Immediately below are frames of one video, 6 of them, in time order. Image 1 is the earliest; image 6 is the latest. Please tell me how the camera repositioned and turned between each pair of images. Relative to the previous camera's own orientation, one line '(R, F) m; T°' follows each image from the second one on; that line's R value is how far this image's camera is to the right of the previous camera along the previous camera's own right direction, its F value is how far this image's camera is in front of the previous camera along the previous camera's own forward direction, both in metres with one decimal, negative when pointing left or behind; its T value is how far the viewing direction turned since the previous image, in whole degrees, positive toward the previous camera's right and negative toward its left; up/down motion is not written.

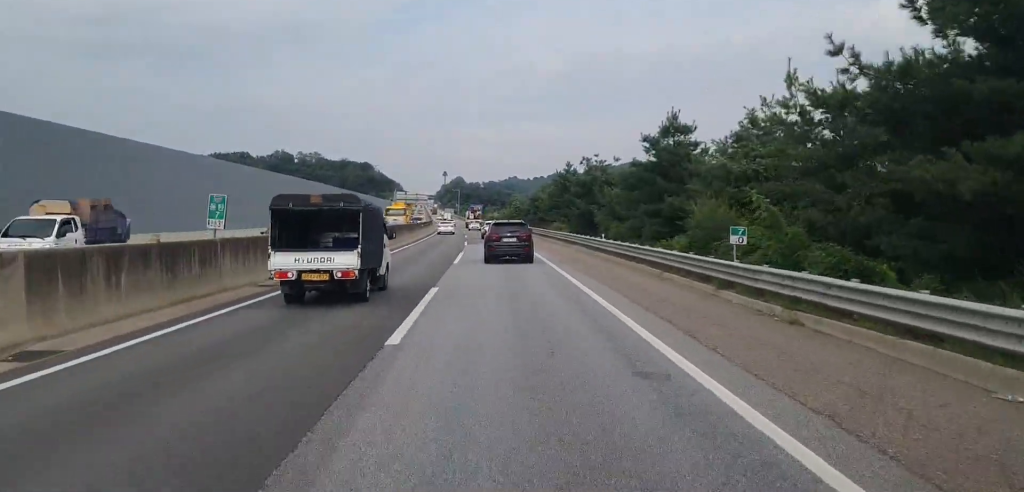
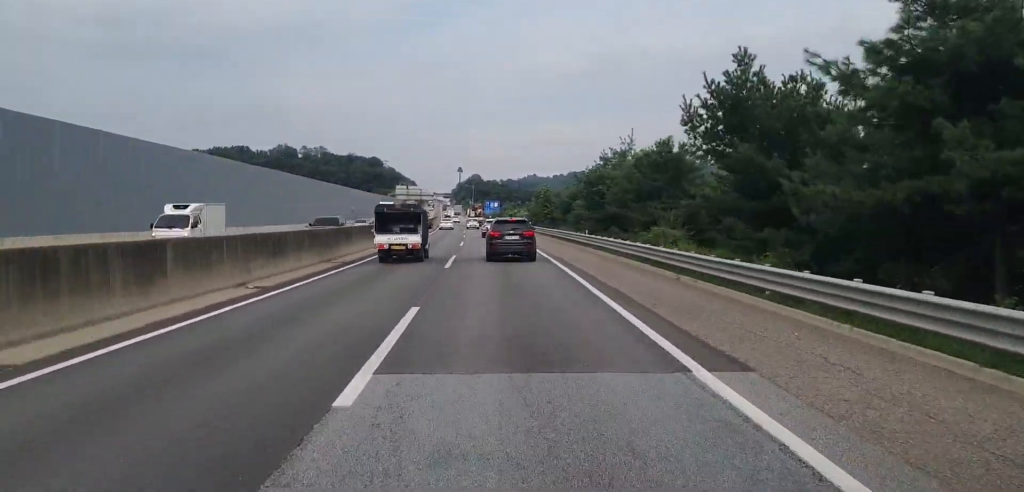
(-1.4, +47.1) m; -3°
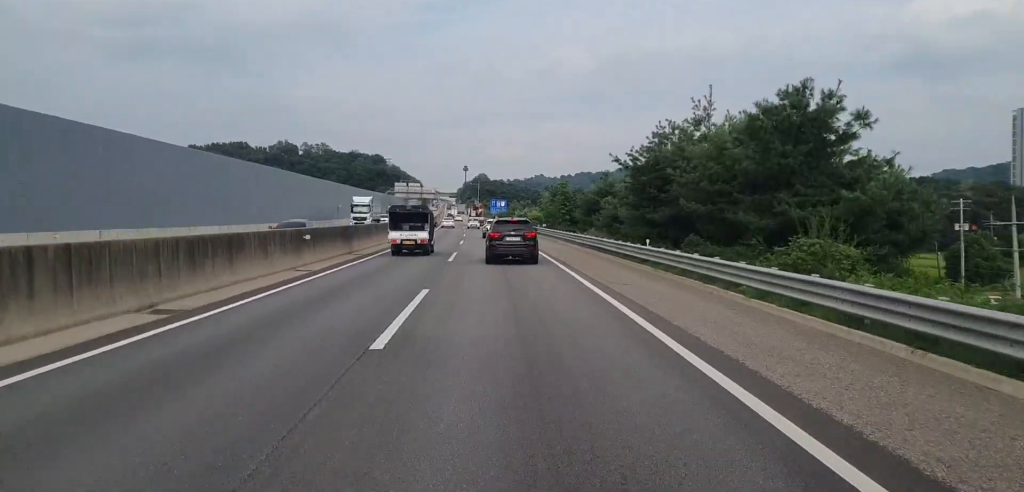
(0.0, +16.2) m; 0°
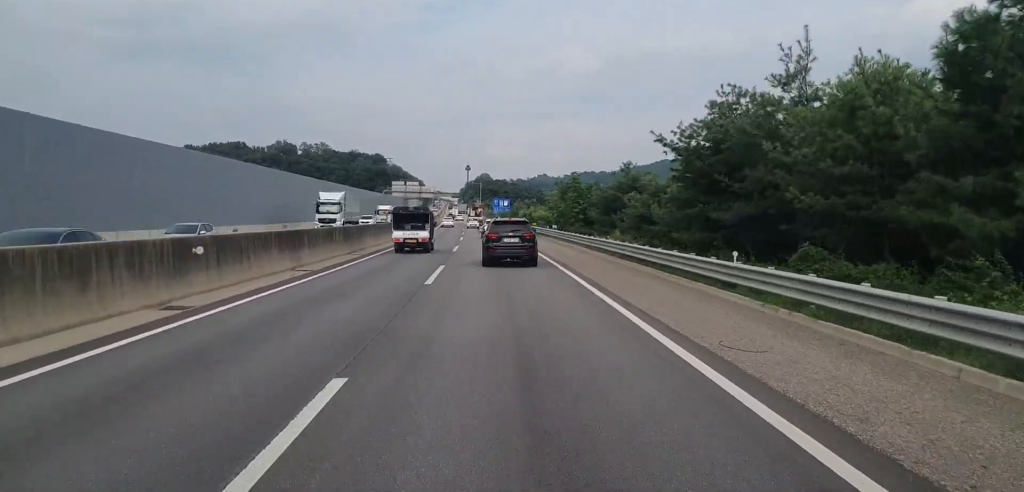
(0.0, +9.4) m; 0°
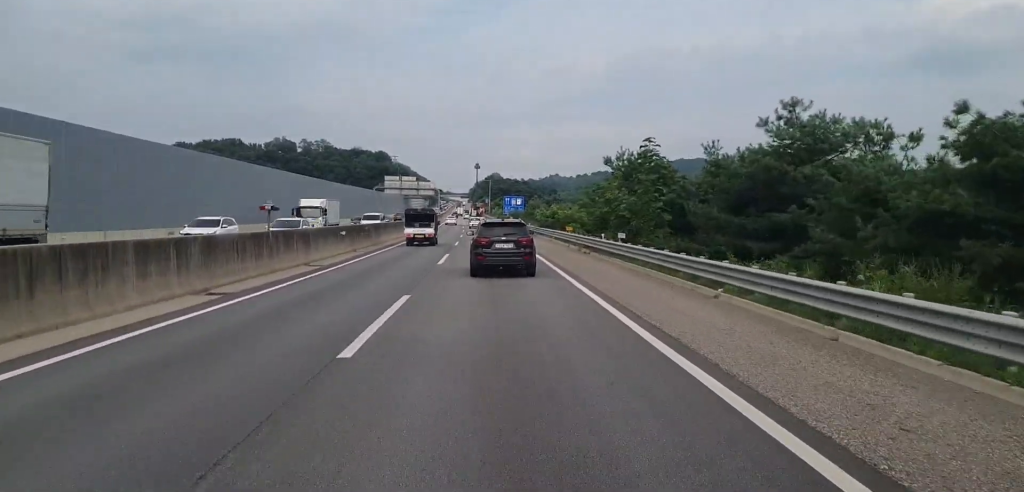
(-0.2, +28.2) m; -1°
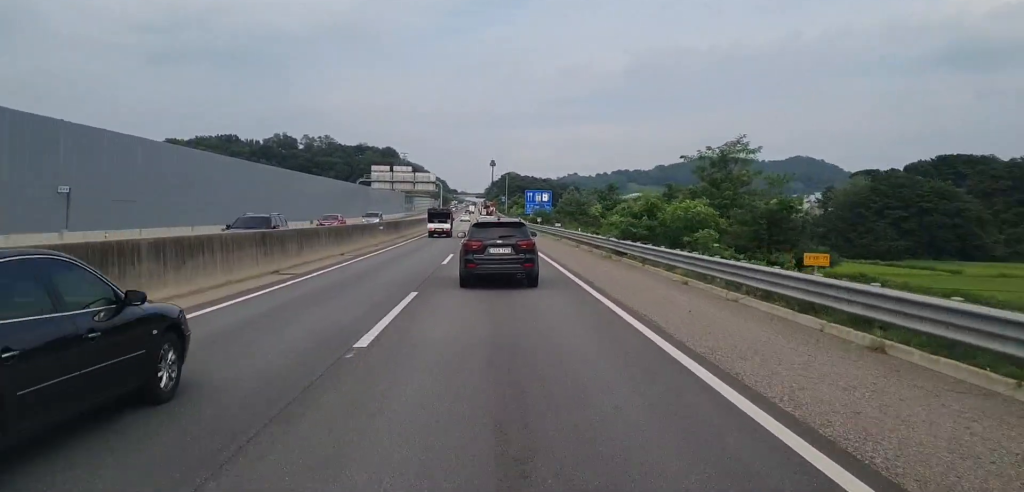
(-0.2, +38.6) m; -1°
